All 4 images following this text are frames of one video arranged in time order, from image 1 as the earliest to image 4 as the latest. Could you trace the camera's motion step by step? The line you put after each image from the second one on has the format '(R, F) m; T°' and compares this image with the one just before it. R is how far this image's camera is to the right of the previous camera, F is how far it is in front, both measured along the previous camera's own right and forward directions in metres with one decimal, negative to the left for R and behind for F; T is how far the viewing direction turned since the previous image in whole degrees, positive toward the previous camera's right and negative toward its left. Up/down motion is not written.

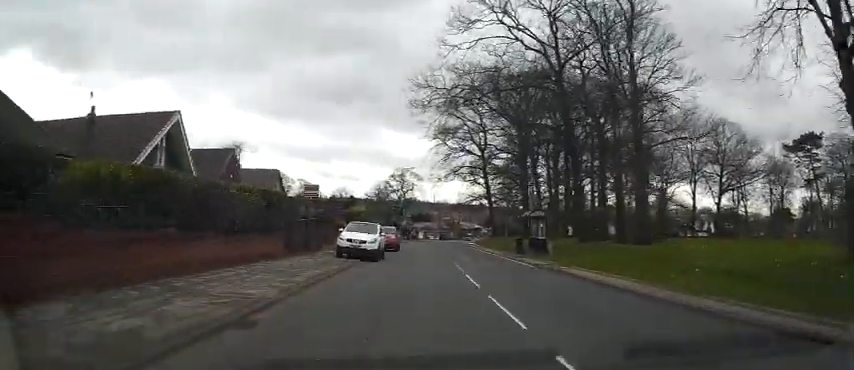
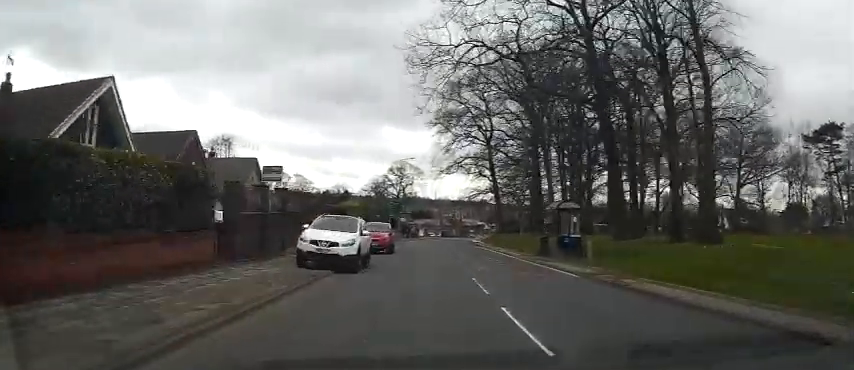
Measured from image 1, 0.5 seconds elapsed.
(+0.1, +6.8) m; 0°
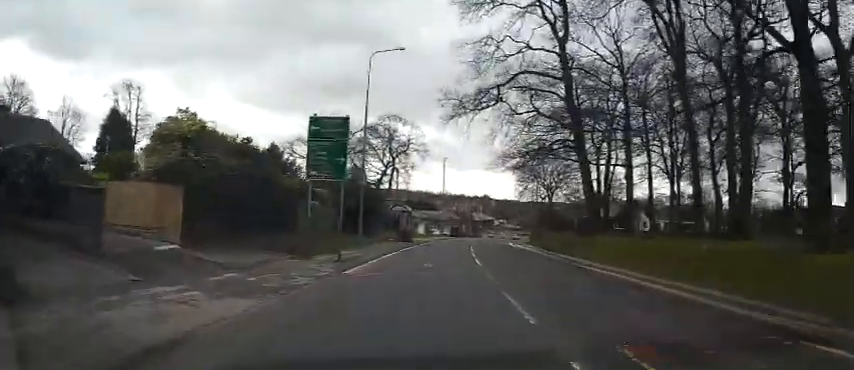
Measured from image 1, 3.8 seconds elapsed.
(-0.3, +41.2) m; +1°
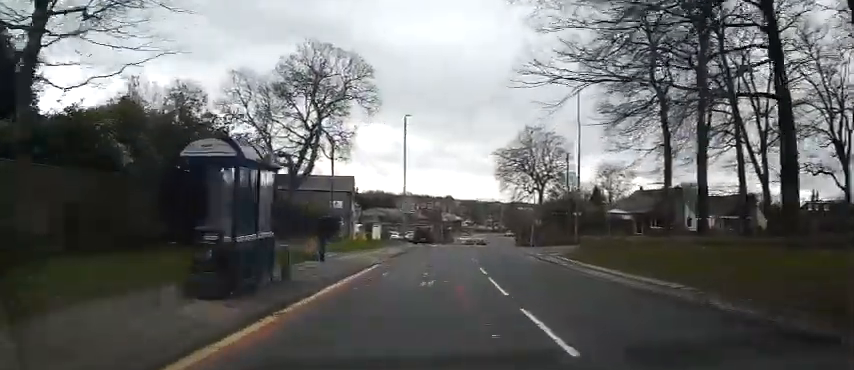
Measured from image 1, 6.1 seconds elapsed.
(+1.2, +28.1) m; +5°
